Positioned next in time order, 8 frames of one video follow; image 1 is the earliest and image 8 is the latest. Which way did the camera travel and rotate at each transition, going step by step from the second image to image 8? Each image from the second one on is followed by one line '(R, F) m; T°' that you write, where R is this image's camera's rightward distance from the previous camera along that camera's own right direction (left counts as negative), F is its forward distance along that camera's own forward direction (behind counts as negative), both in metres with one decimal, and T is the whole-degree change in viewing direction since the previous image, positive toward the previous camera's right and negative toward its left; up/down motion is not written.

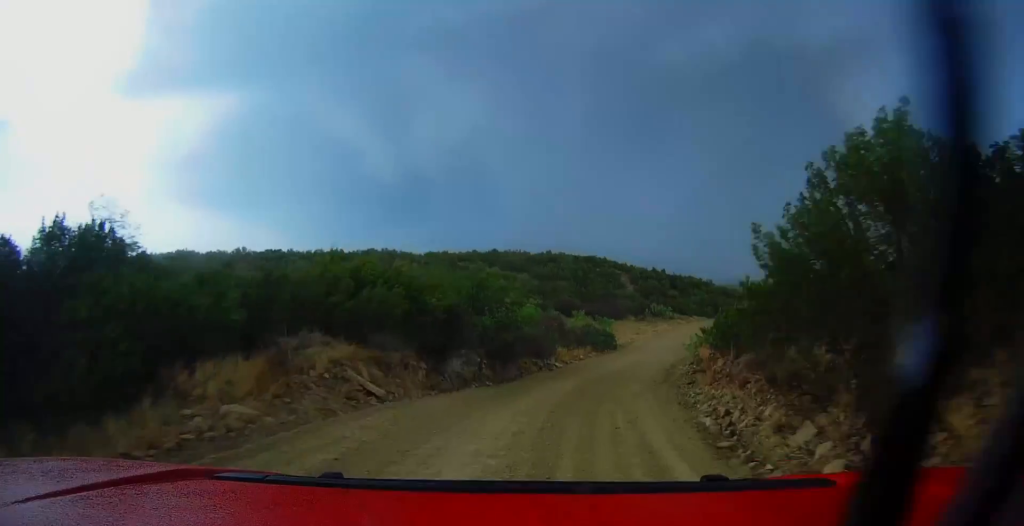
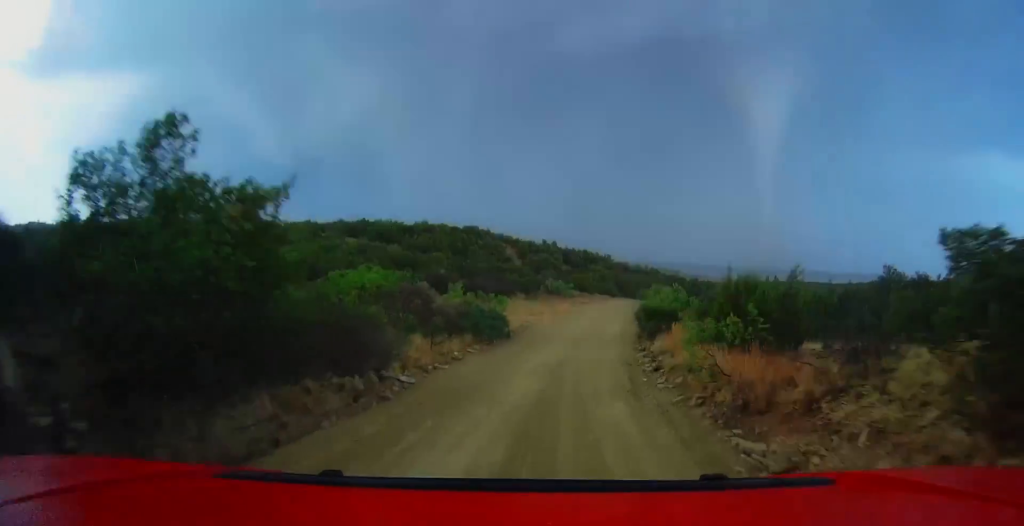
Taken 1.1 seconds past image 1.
(+1.6, +14.9) m; +12°
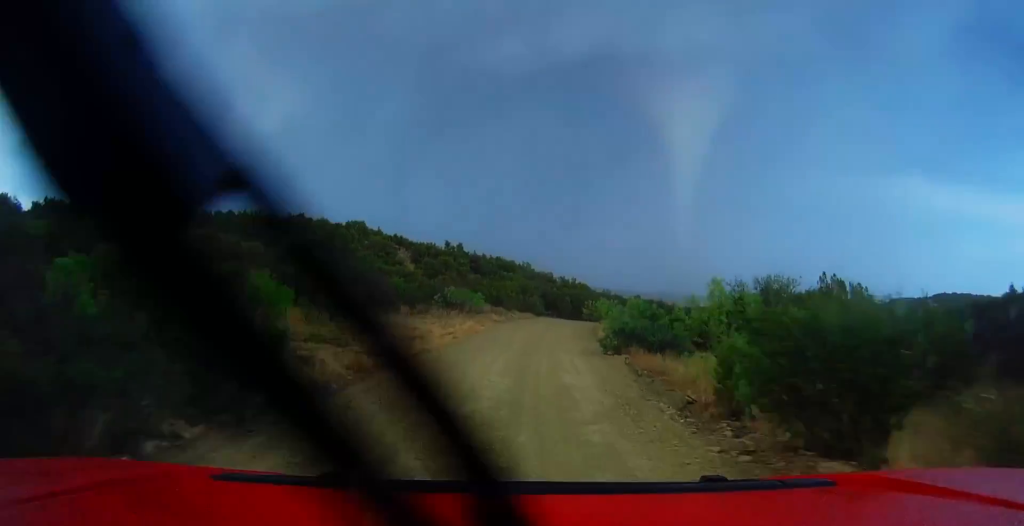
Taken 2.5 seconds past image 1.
(+2.7, +23.8) m; +9°
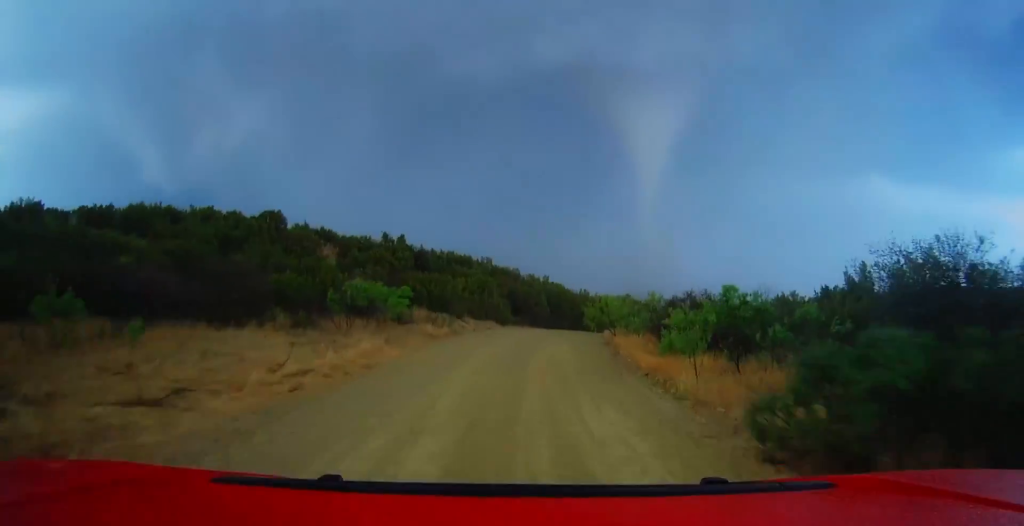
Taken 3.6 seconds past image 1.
(+0.2, +18.0) m; +3°
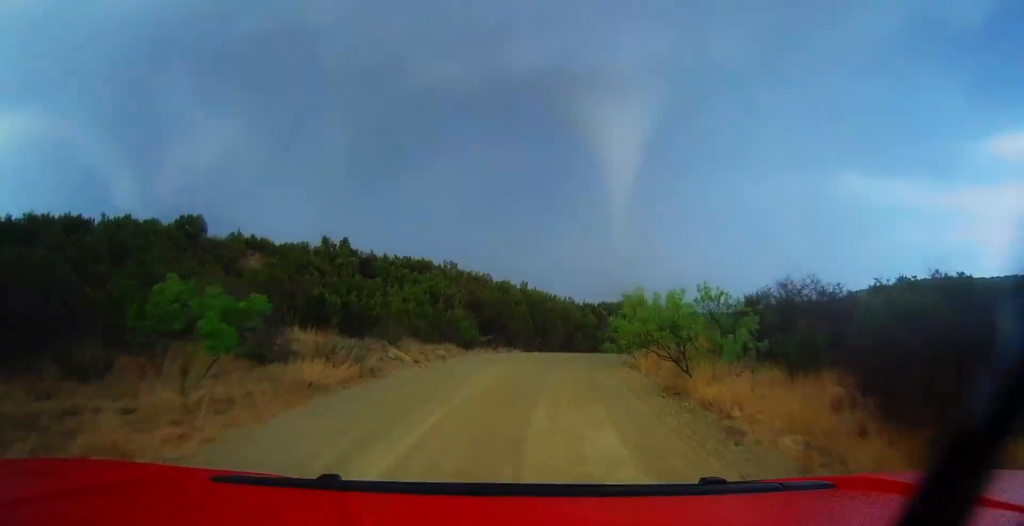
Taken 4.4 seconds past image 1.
(+0.3, +12.7) m; +4°
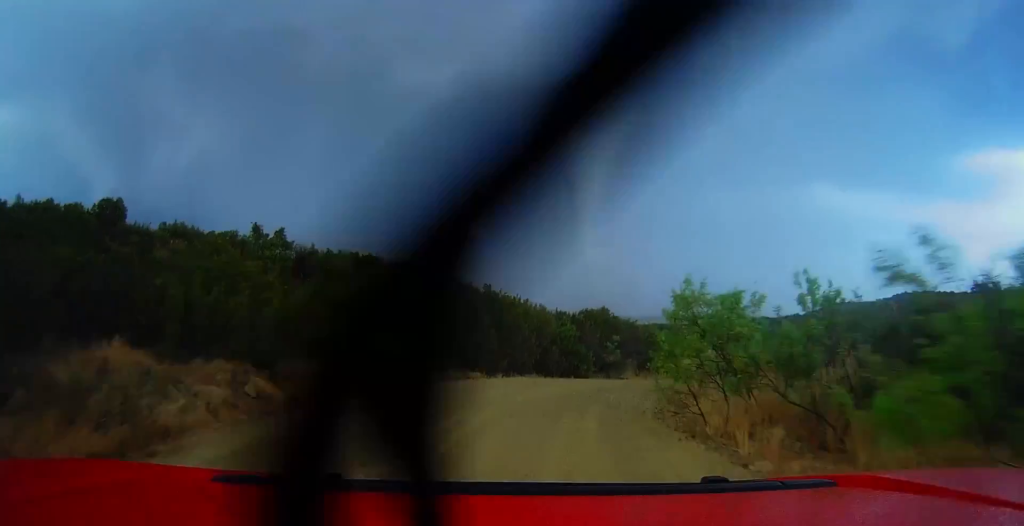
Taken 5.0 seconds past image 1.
(+0.4, +8.4) m; +6°
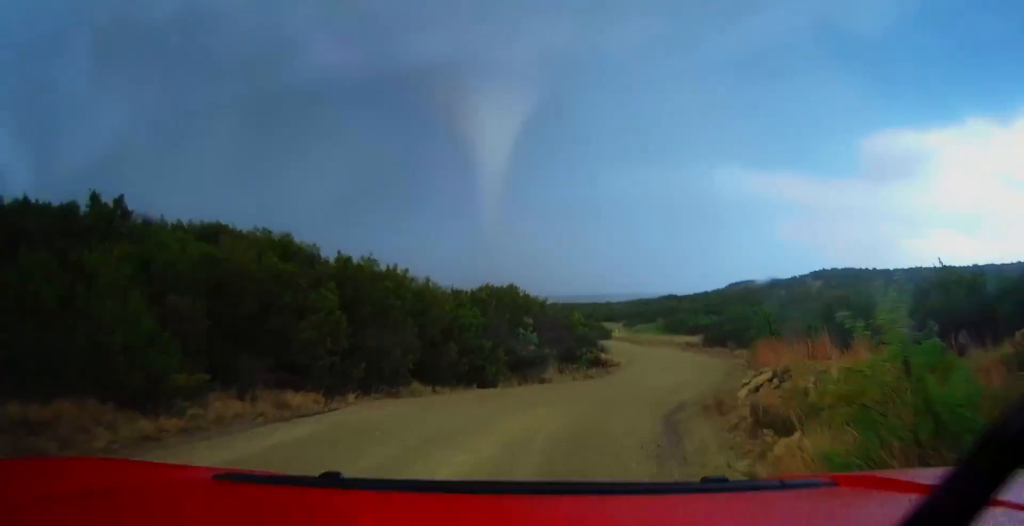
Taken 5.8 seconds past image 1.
(+0.7, +10.4) m; +7°
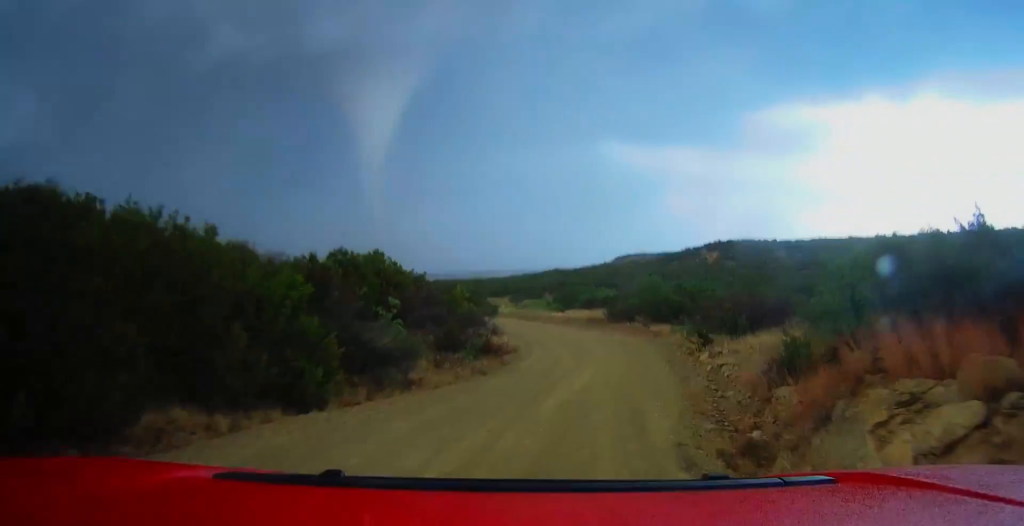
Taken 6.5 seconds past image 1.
(+0.6, +9.3) m; +6°
